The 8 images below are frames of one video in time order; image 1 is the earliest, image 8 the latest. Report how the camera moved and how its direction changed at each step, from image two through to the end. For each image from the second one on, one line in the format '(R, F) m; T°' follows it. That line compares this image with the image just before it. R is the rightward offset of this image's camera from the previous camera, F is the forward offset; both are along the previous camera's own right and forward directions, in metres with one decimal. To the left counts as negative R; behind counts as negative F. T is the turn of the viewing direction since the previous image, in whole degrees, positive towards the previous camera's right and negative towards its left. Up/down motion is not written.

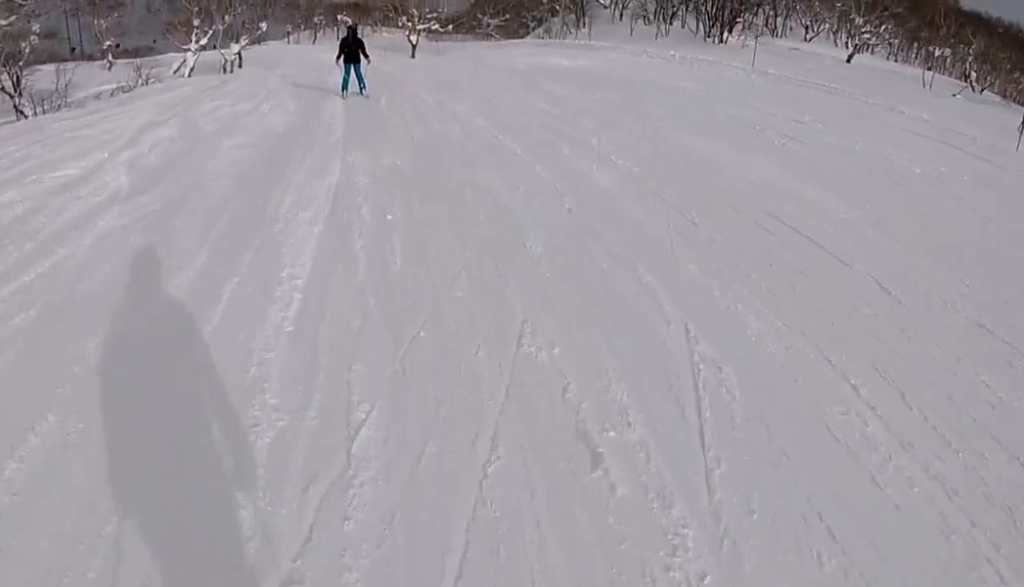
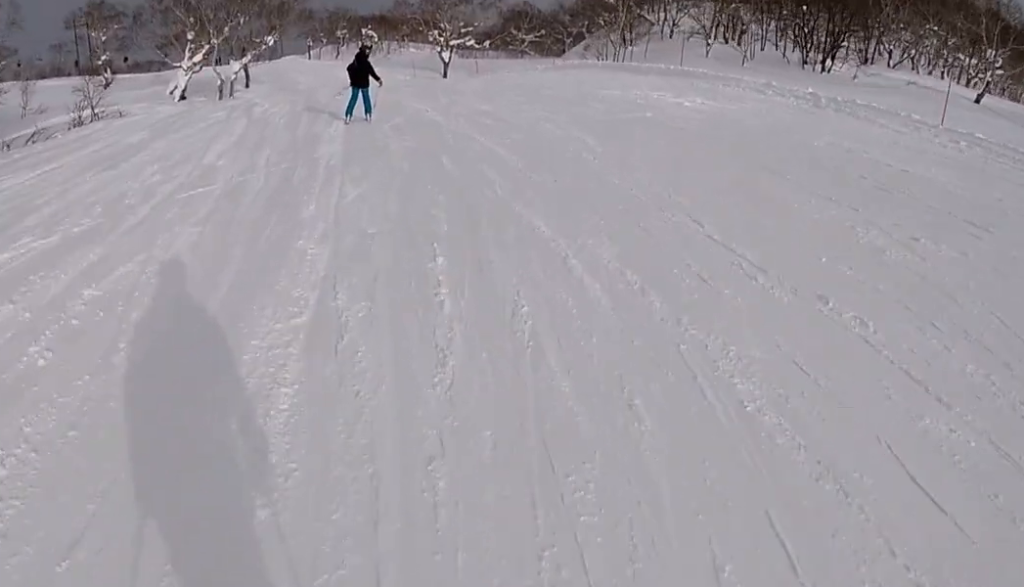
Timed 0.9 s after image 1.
(-0.3, +11.0) m; 0°
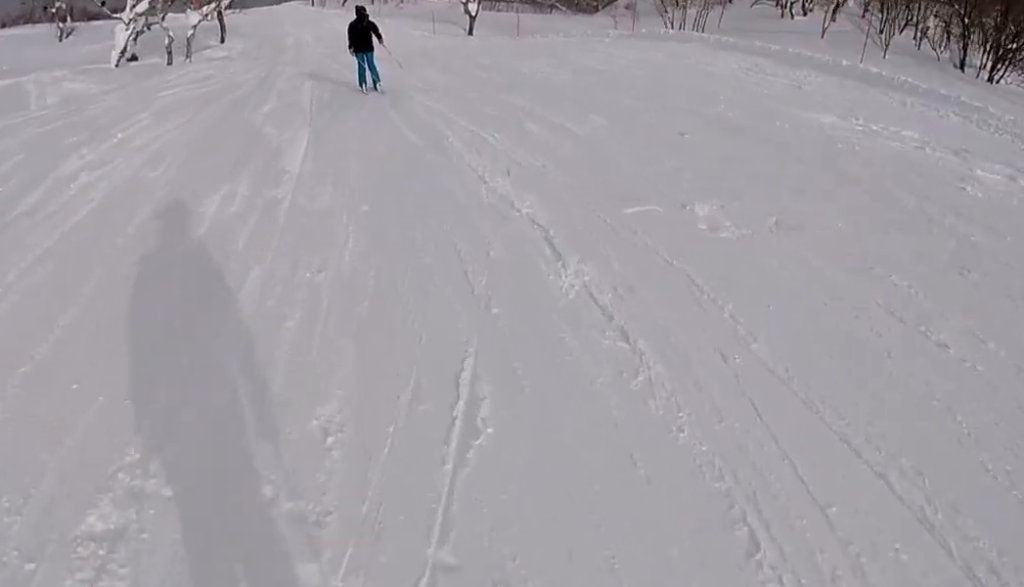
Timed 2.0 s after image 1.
(+0.6, +13.8) m; +5°
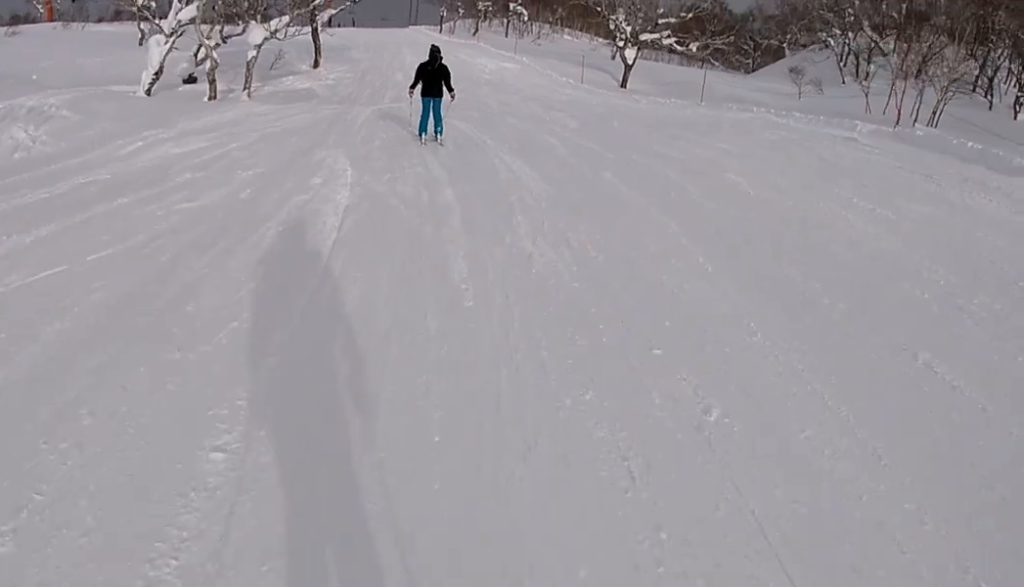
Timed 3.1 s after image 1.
(+0.5, +12.7) m; -4°
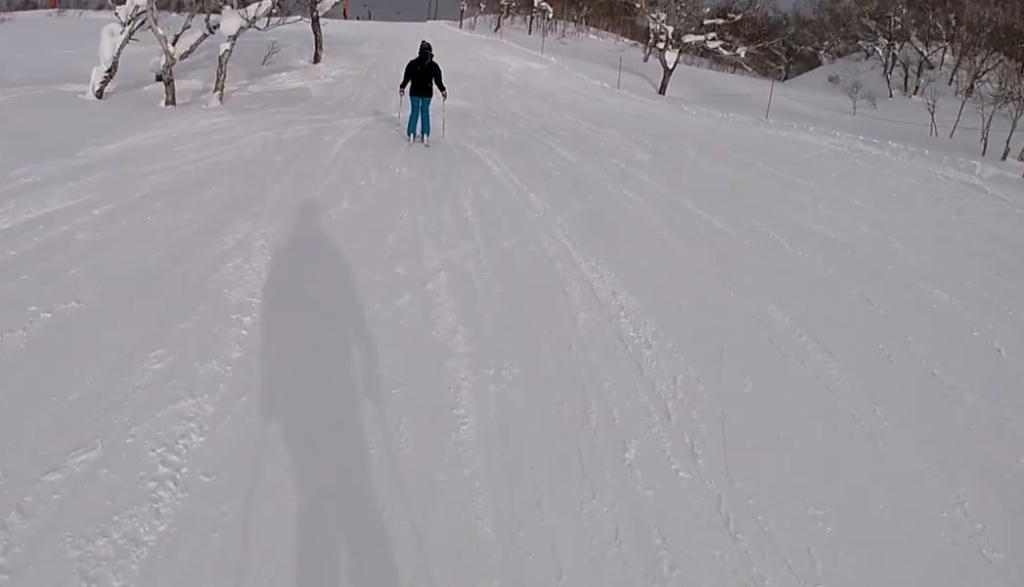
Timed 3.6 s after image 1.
(-0.3, +5.5) m; -2°
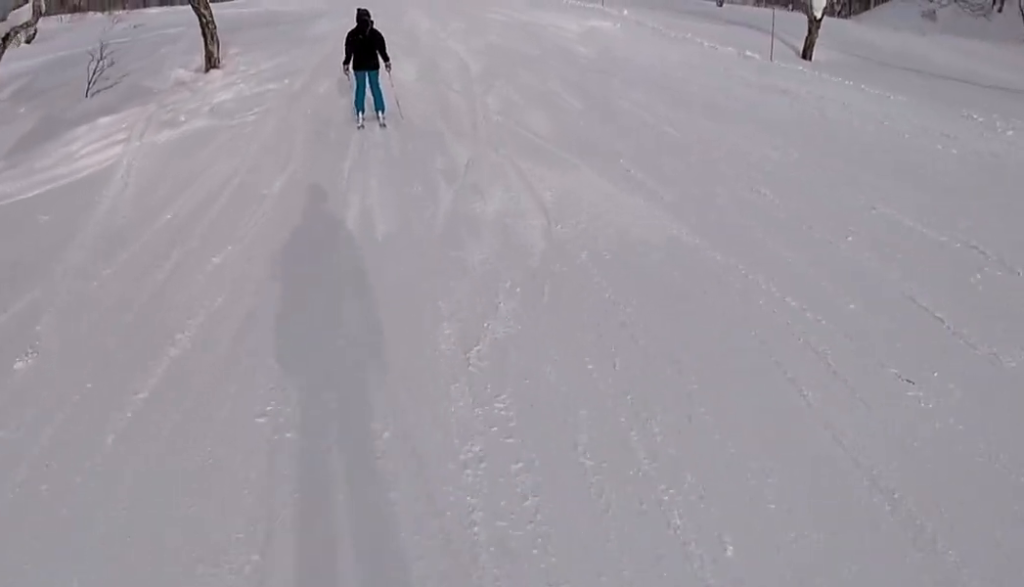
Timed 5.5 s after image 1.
(-0.6, +18.6) m; -7°
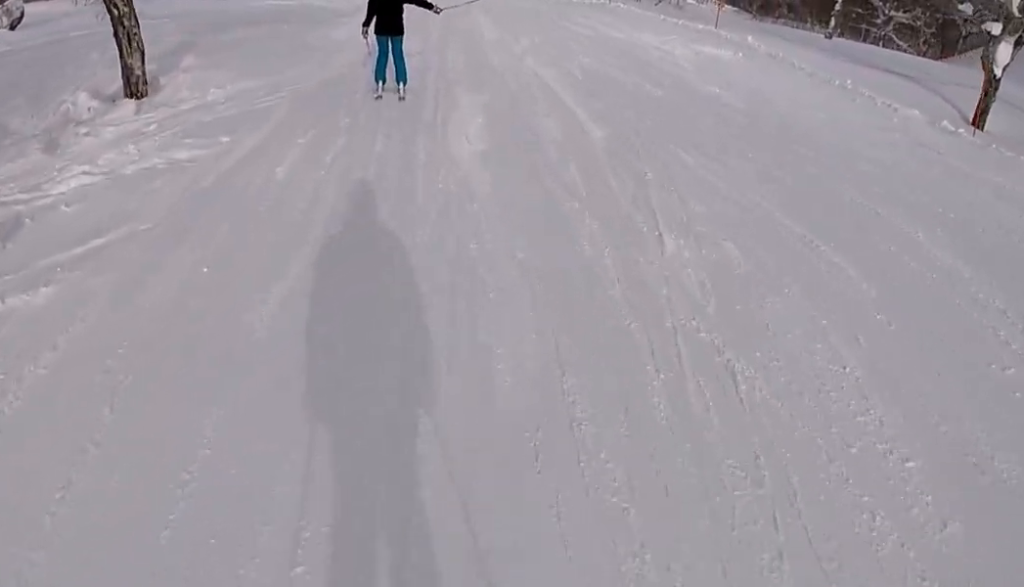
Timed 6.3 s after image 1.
(-1.2, +7.4) m; -9°
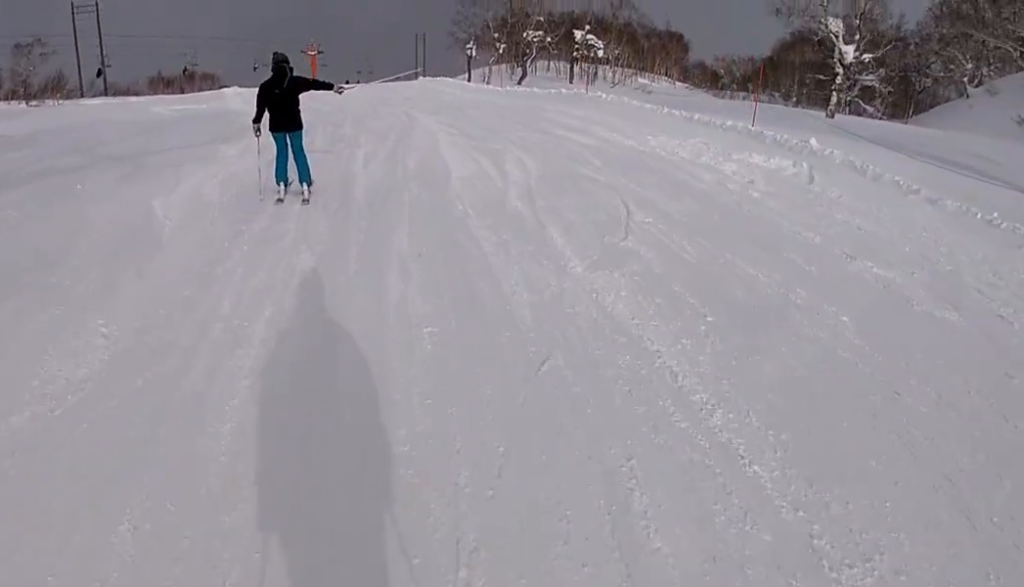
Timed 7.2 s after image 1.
(-0.1, +8.5) m; +6°
